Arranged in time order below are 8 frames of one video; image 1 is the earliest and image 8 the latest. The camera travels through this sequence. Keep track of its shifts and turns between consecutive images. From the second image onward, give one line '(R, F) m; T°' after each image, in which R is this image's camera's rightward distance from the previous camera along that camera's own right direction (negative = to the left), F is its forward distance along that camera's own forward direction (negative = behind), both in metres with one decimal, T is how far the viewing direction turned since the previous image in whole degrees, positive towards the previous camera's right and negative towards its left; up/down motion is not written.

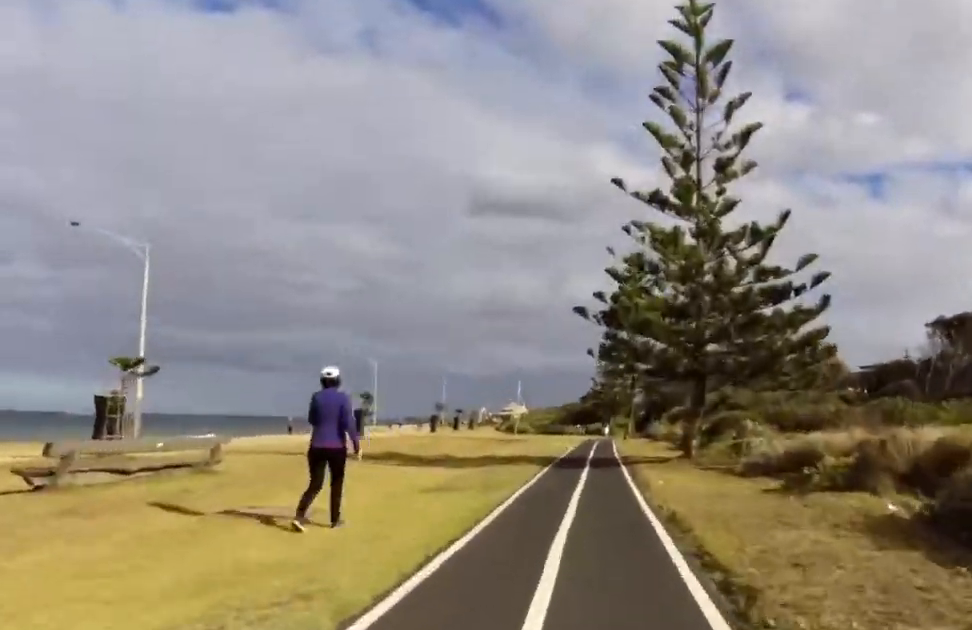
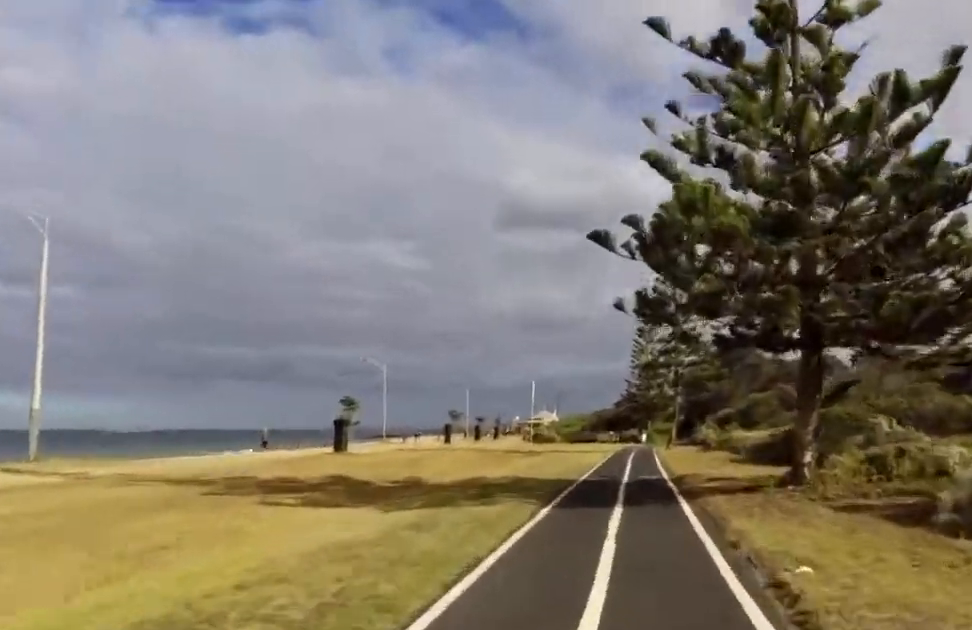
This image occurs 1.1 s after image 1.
(+0.1, +8.1) m; +4°
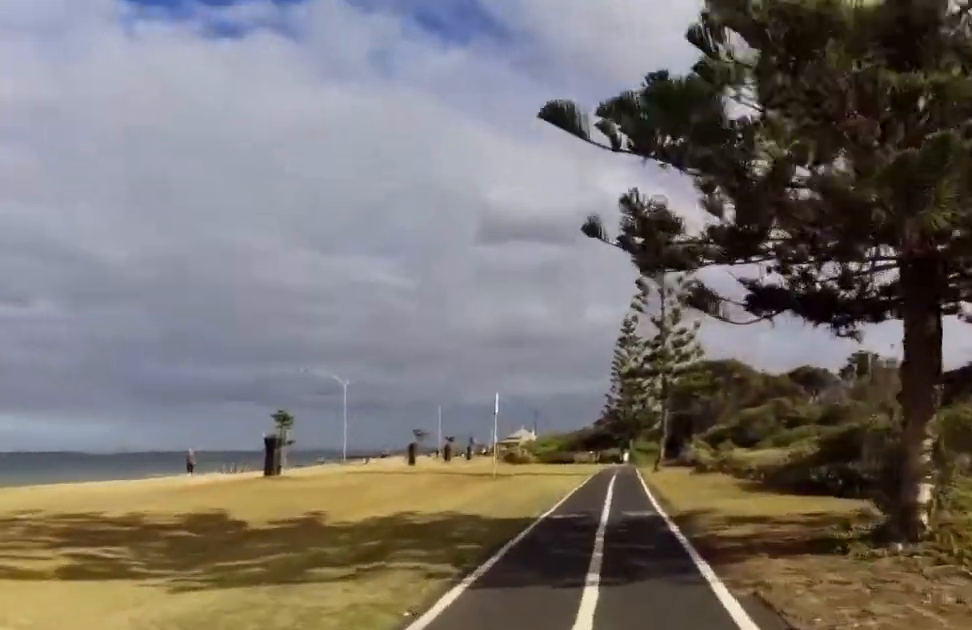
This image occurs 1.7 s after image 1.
(+0.1, +4.8) m; +1°
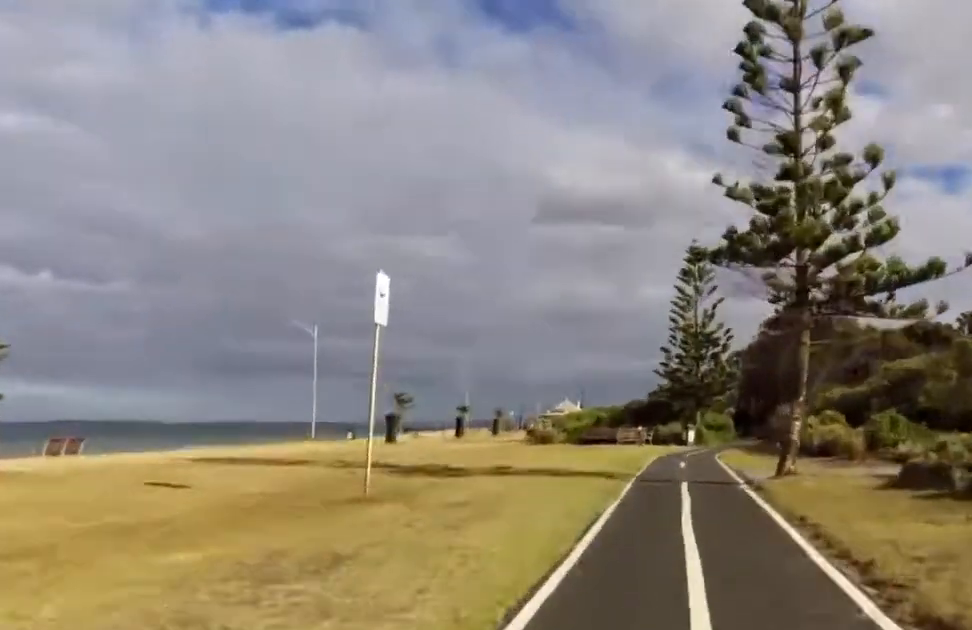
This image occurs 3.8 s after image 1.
(-0.8, +17.8) m; -3°
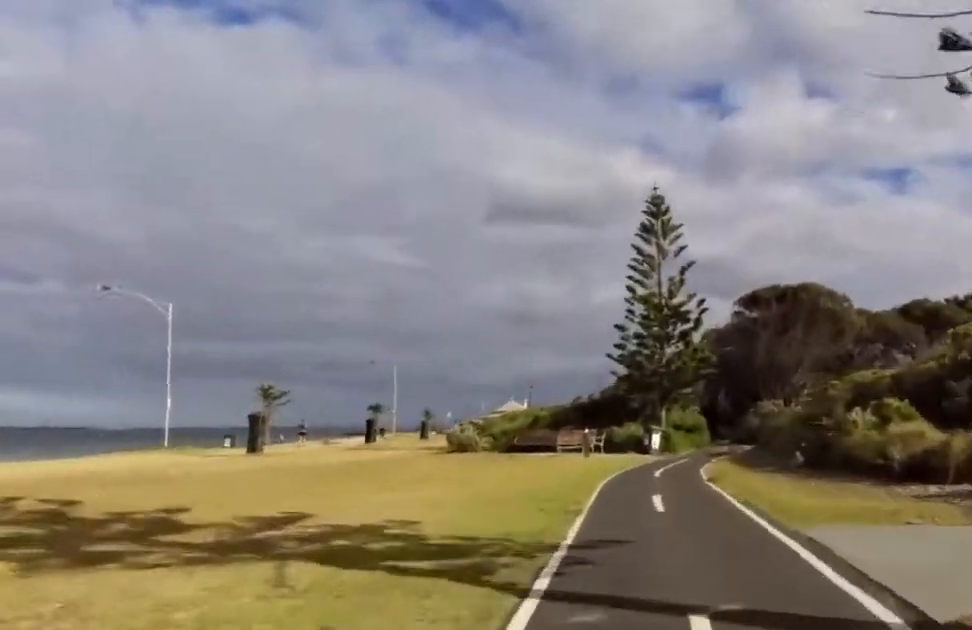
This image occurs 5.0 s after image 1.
(+0.6, +10.0) m; +8°
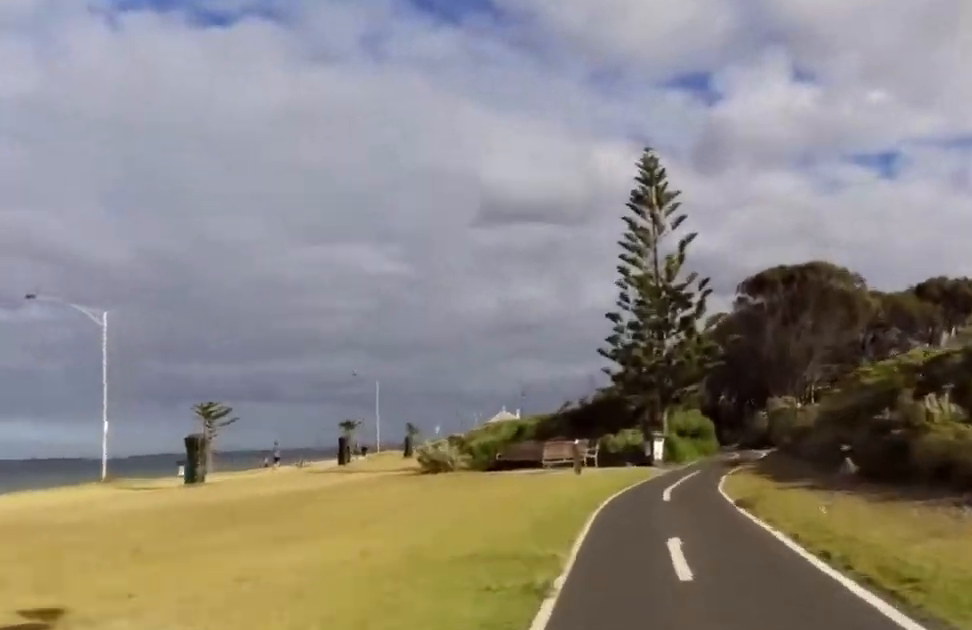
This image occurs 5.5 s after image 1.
(+0.1, +4.2) m; +1°
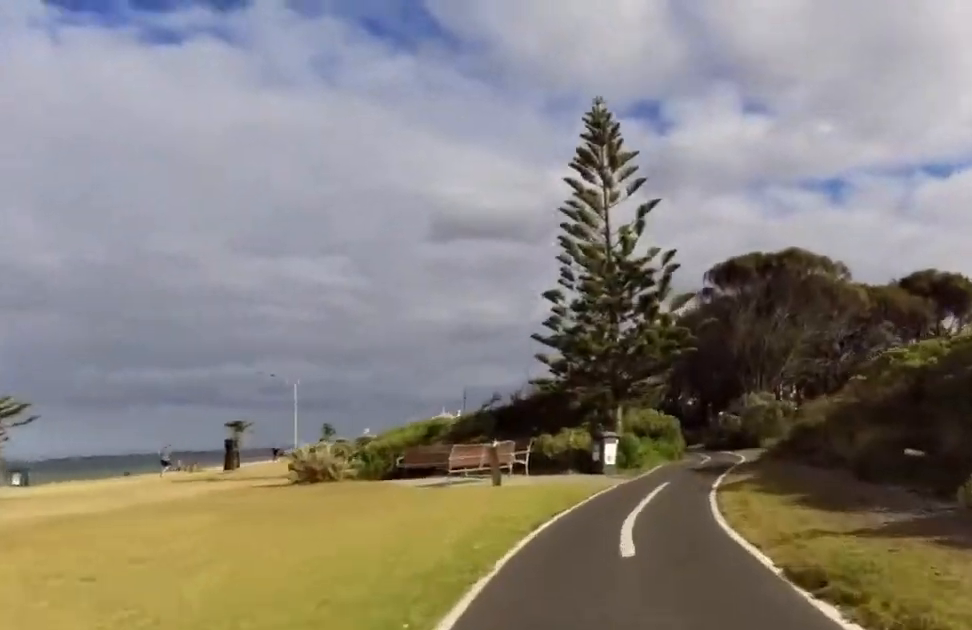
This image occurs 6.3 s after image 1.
(+0.4, +6.2) m; -4°
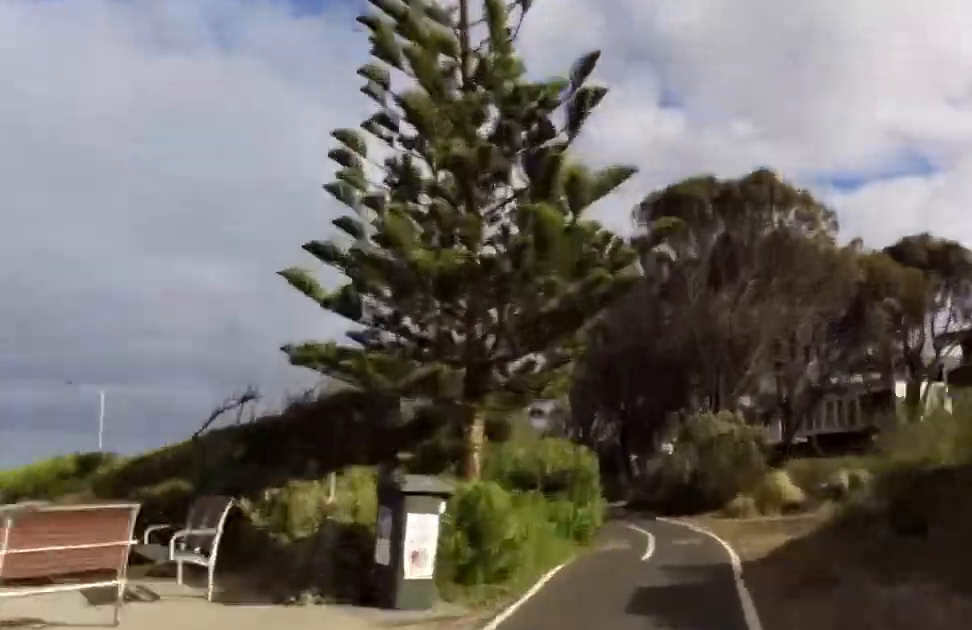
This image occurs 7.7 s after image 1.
(-1.4, +11.0) m; -4°
